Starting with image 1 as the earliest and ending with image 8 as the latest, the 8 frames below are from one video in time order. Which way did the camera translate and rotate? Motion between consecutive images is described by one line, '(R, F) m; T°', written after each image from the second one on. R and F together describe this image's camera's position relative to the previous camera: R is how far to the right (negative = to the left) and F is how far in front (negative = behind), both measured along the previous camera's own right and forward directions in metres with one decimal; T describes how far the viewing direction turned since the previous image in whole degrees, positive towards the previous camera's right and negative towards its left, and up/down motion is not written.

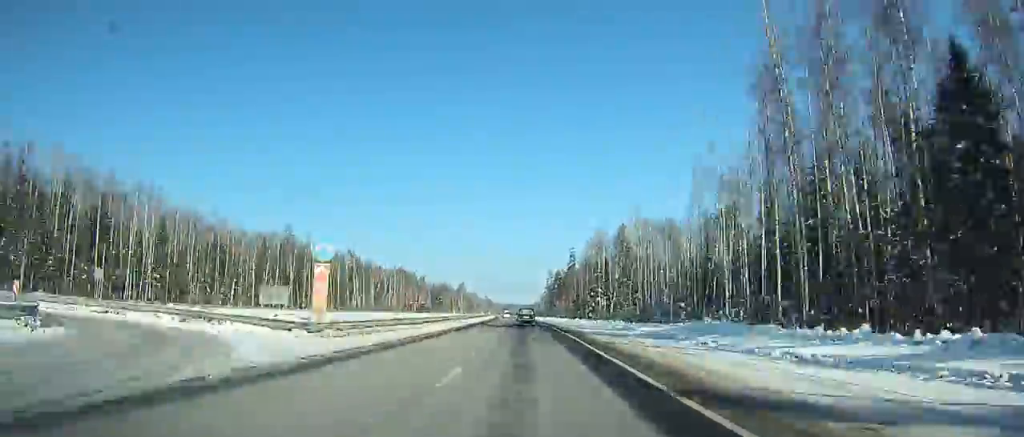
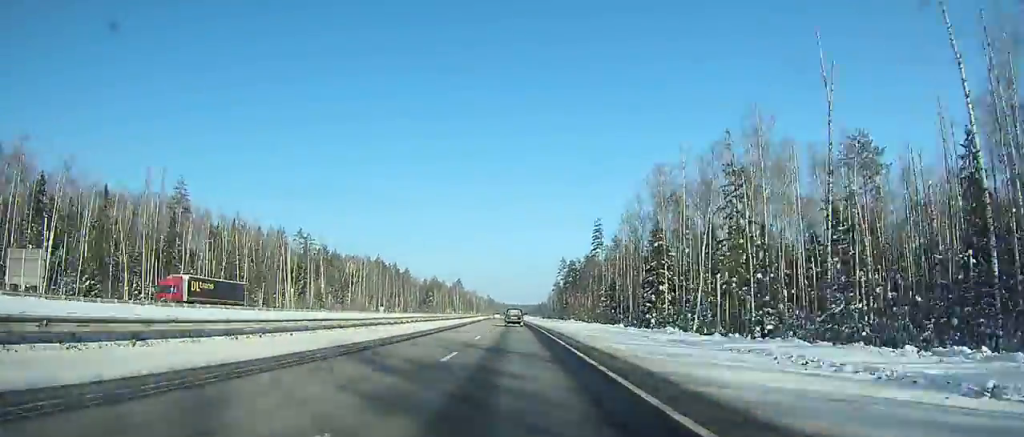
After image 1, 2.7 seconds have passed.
(-0.7, +68.0) m; -1°
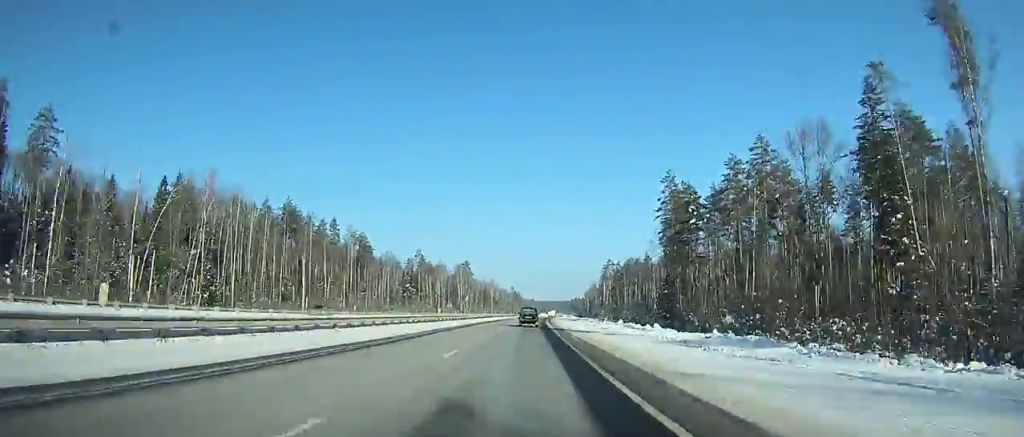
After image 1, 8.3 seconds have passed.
(-3.3, +142.7) m; -1°
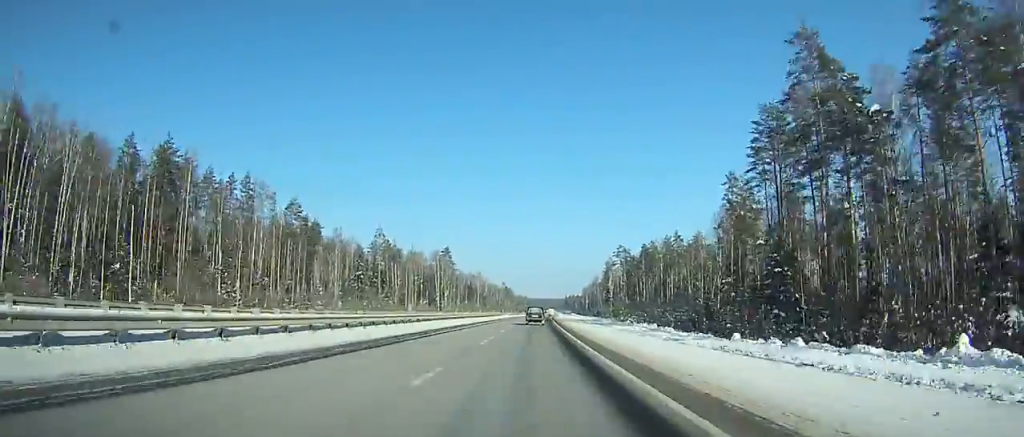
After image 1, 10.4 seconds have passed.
(0.0, +54.3) m; +1°
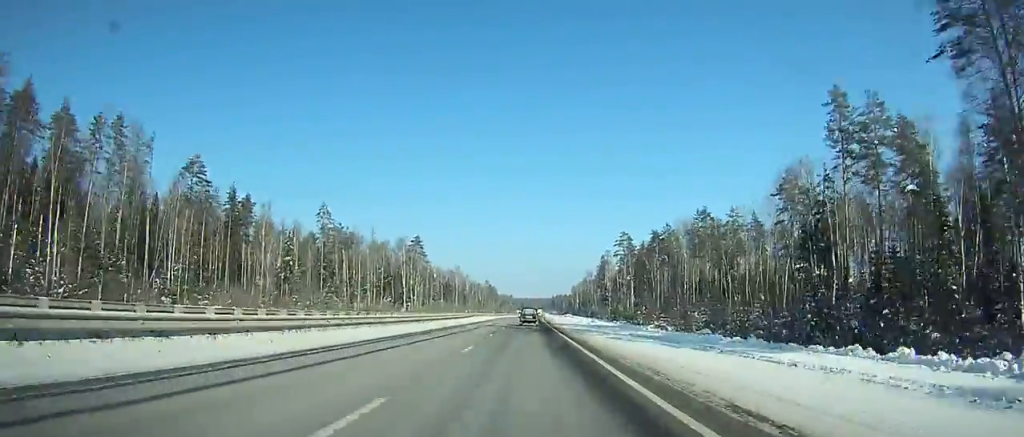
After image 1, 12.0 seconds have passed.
(+0.3, +41.7) m; +1°
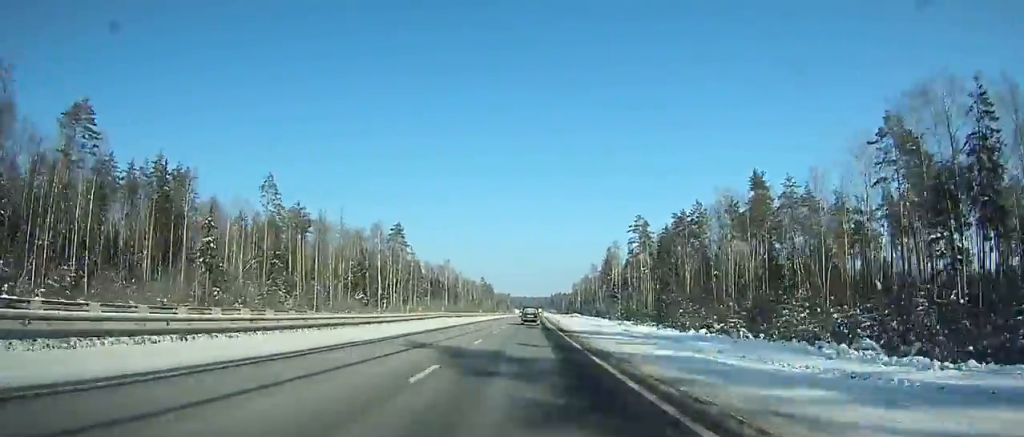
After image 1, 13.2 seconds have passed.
(+0.1, +31.4) m; 0°
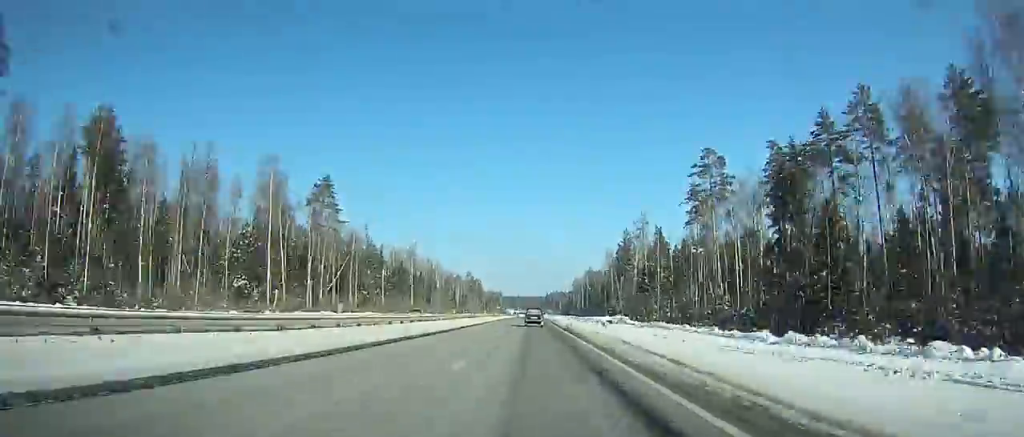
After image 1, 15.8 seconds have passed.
(+0.3, +68.6) m; +1°
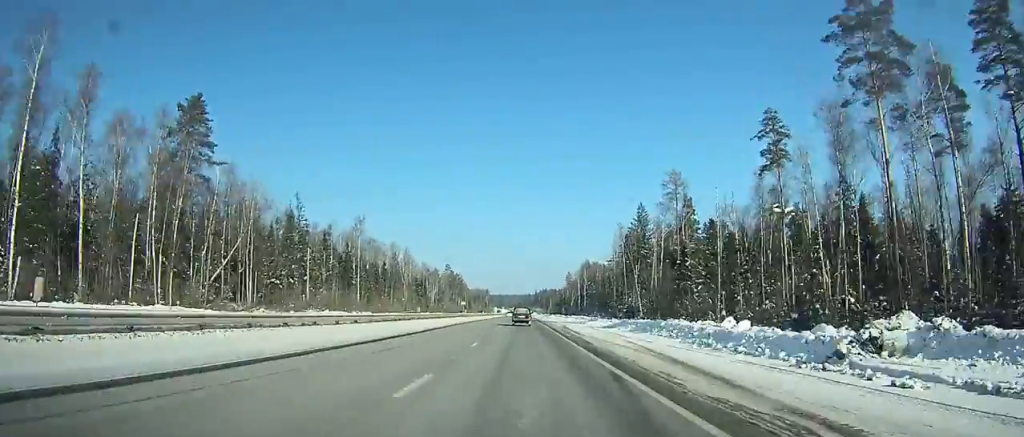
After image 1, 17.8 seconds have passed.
(+0.5, +53.3) m; +1°
